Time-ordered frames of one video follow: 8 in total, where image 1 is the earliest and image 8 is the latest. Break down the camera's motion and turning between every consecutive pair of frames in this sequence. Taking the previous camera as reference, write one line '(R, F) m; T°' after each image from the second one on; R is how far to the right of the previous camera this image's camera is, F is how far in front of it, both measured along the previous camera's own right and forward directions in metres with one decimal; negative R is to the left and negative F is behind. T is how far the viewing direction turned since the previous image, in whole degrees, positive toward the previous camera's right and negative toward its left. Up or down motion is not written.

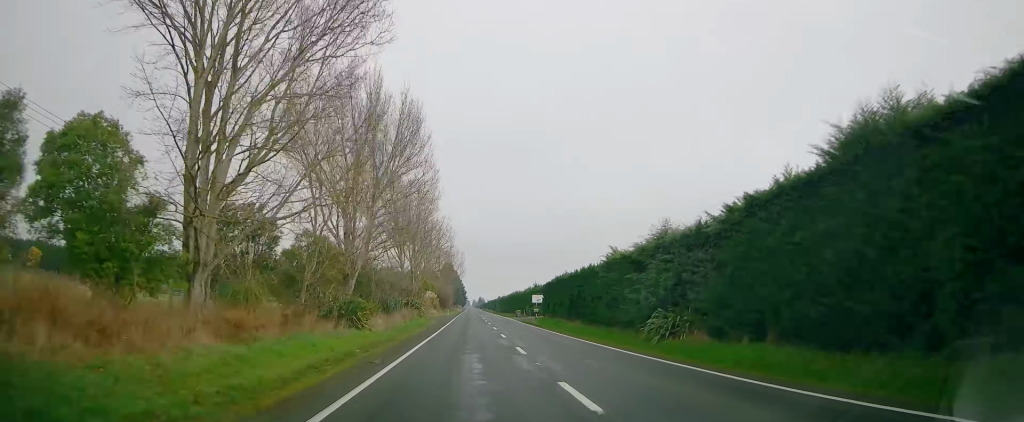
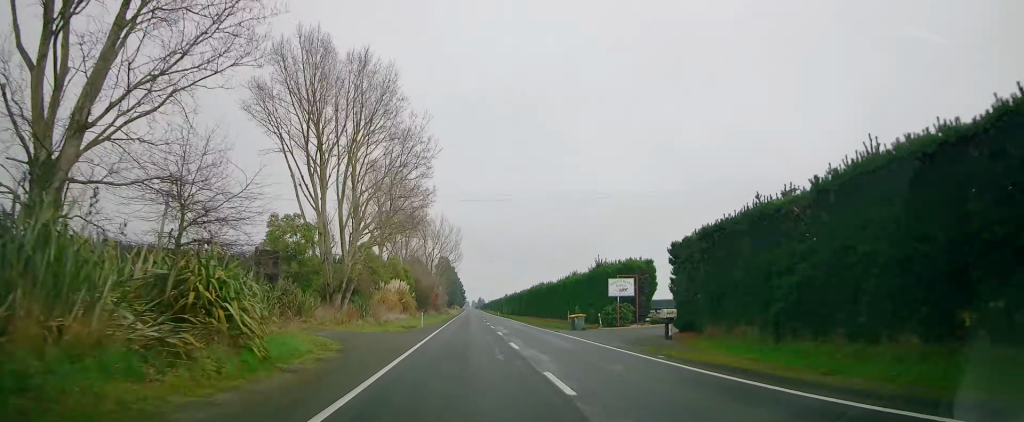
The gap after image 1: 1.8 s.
(-0.7, +47.5) m; -1°
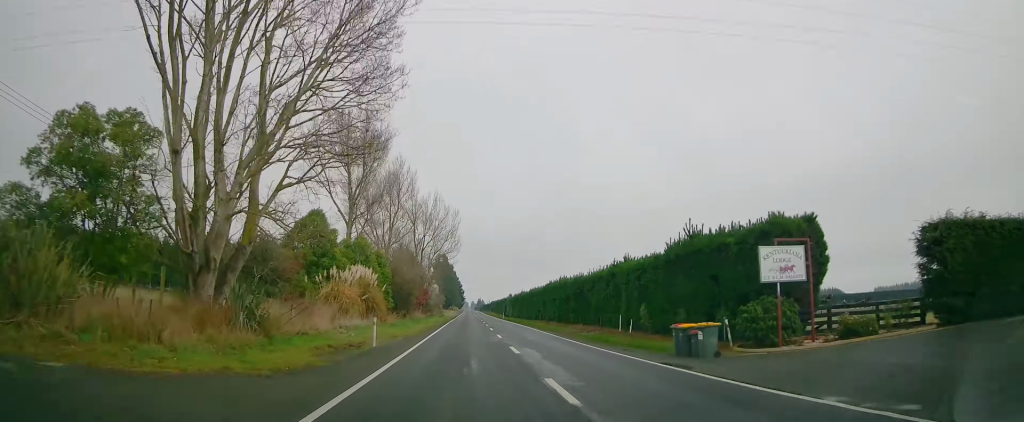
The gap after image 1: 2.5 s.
(0.0, +20.6) m; +1°
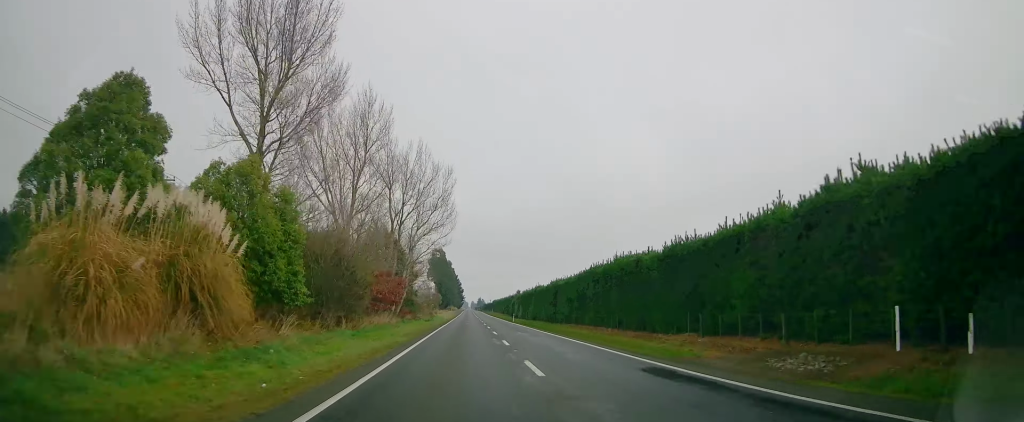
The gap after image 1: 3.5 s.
(+0.3, +26.0) m; 0°
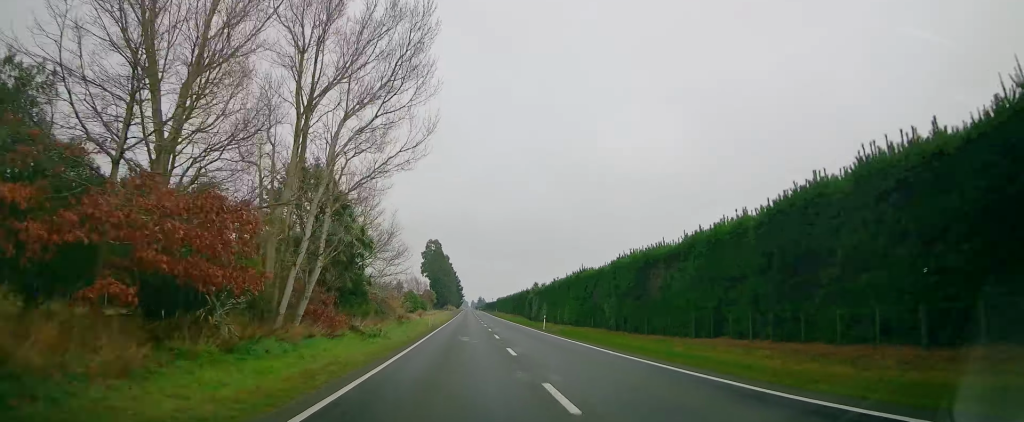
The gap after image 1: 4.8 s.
(-0.2, +34.0) m; 0°
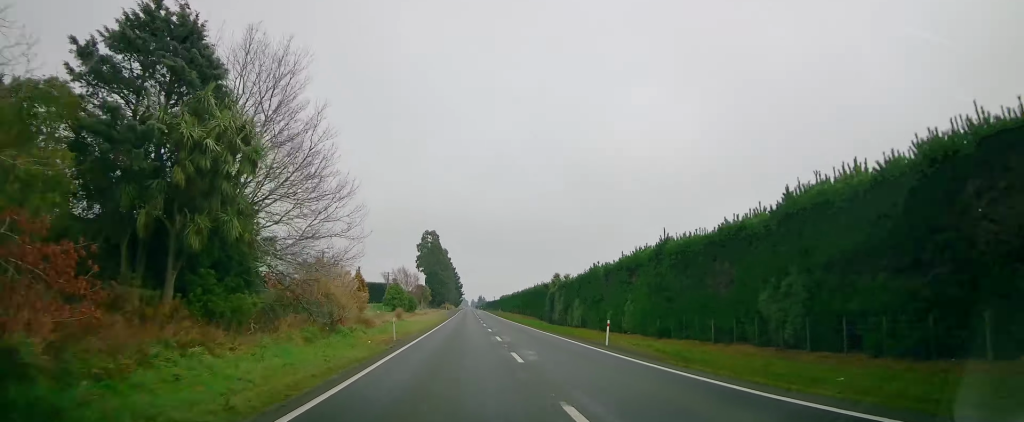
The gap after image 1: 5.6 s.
(+0.3, +22.4) m; 0°
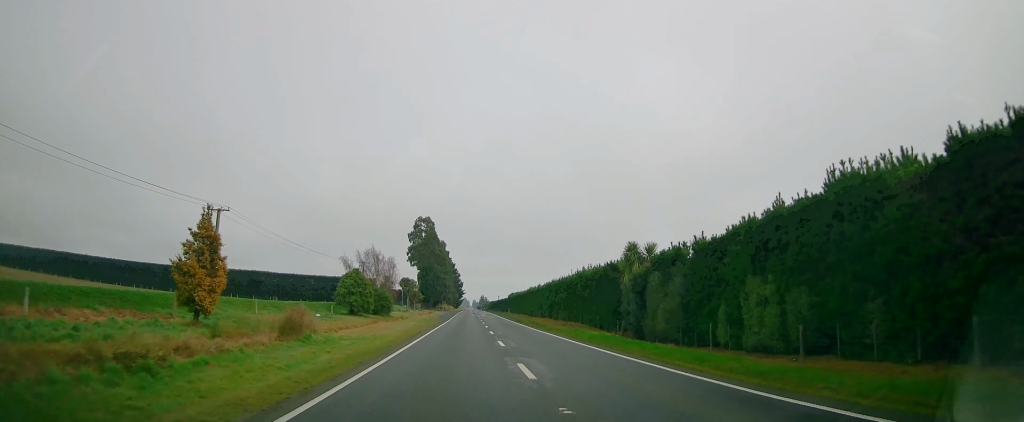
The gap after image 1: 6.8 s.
(-0.2, +33.1) m; 0°
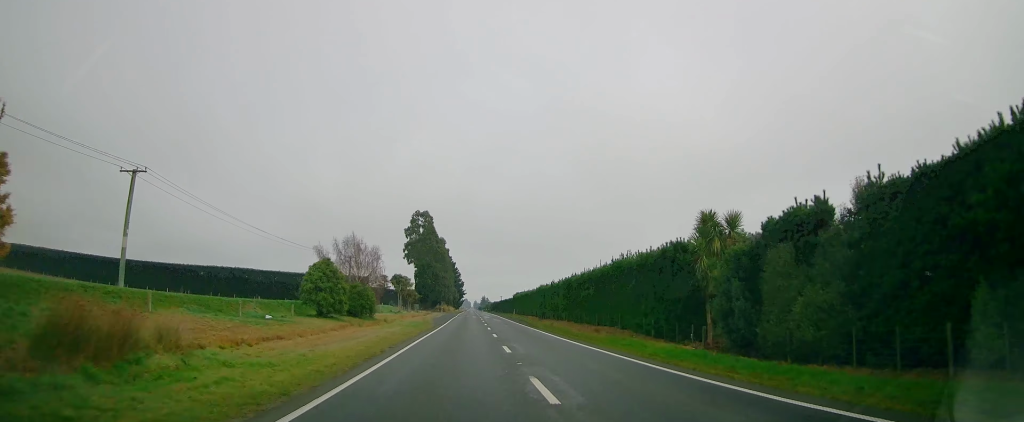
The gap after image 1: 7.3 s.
(+0.1, +12.5) m; 0°
